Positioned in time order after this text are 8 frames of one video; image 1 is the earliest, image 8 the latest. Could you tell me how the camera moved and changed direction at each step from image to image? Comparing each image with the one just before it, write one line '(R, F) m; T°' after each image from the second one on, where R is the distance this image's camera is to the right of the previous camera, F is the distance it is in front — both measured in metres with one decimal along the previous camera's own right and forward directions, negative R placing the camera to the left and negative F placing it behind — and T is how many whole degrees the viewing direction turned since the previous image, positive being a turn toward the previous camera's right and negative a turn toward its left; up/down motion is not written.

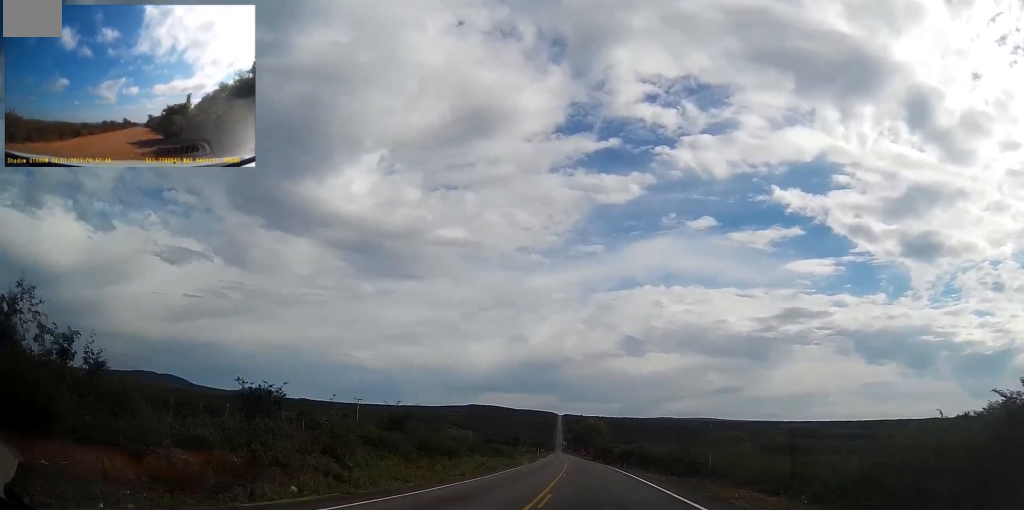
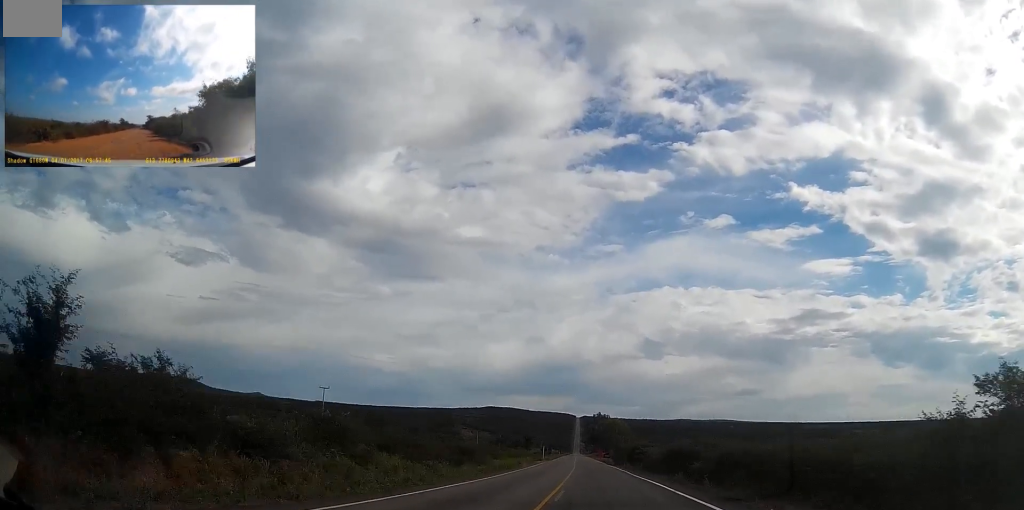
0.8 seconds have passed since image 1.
(-0.6, +30.1) m; -2°
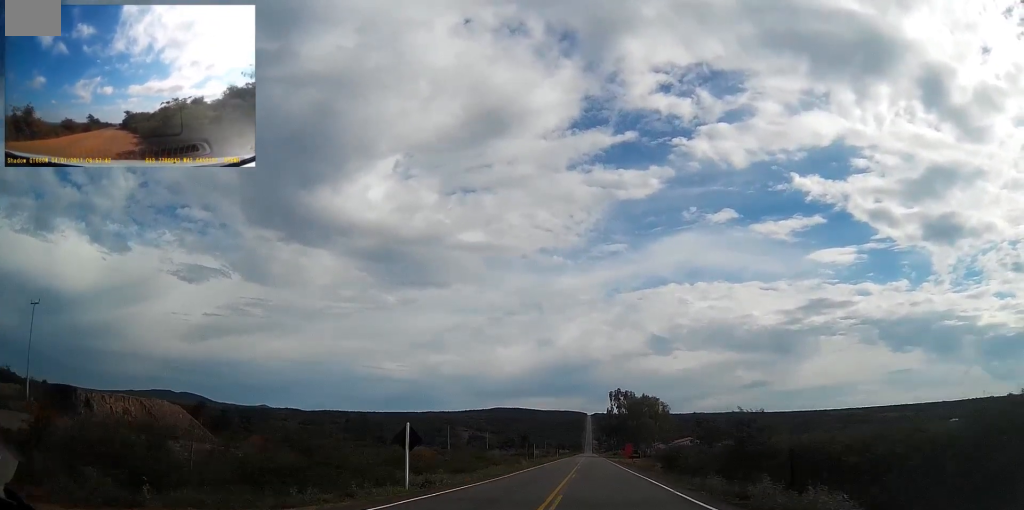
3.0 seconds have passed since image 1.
(-2.7, +81.8) m; -3°
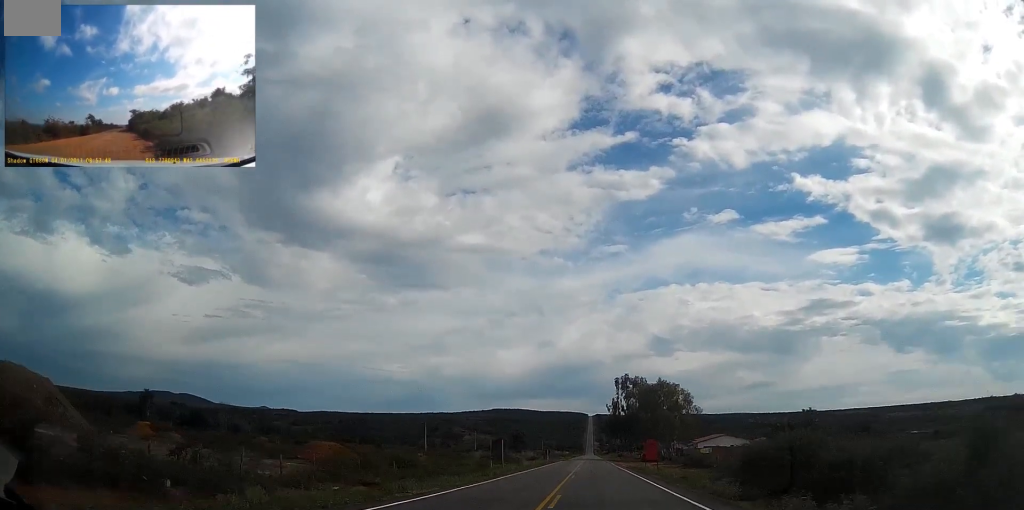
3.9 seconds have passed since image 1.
(-0.3, +31.5) m; 0°
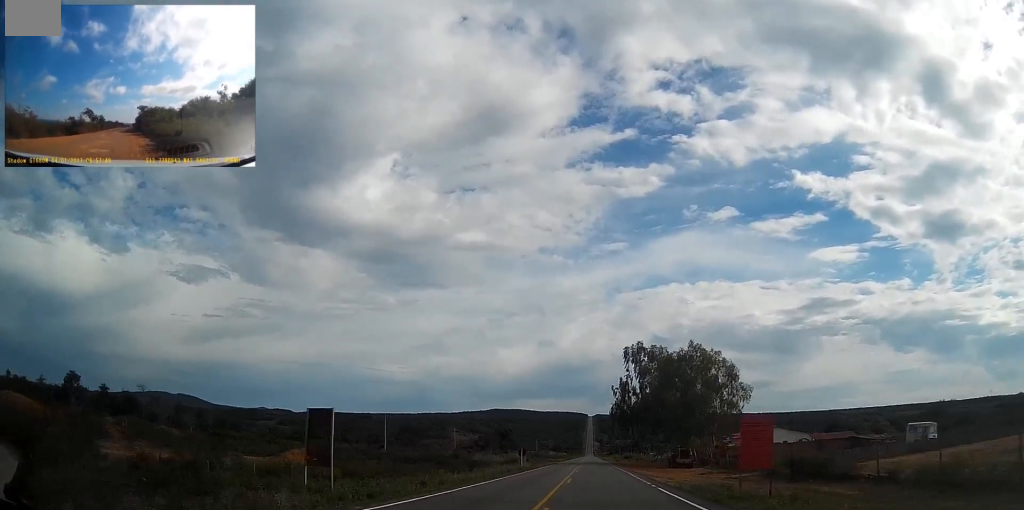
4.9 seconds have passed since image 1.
(+0.4, +35.3) m; 0°
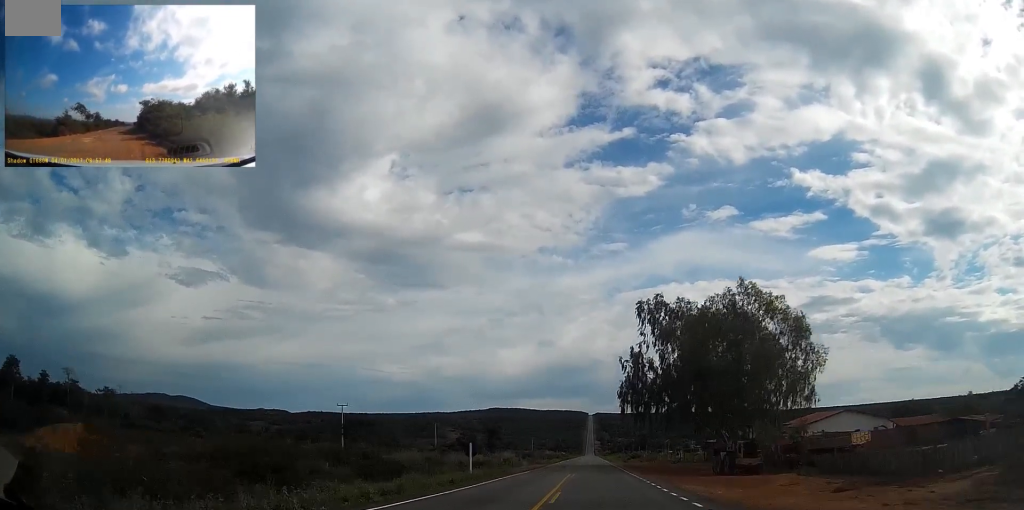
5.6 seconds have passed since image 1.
(-0.1, +26.7) m; 0°
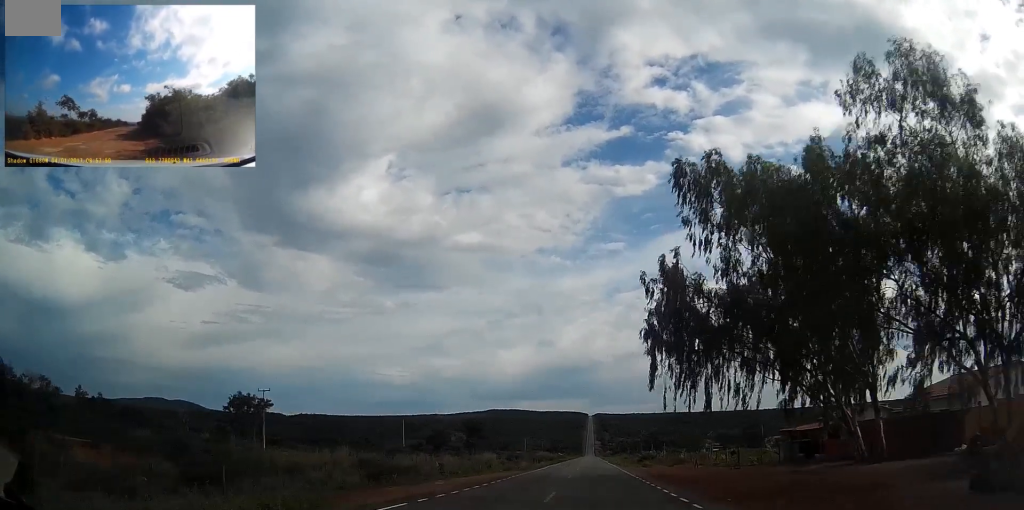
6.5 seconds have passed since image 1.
(-0.1, +29.5) m; 0°
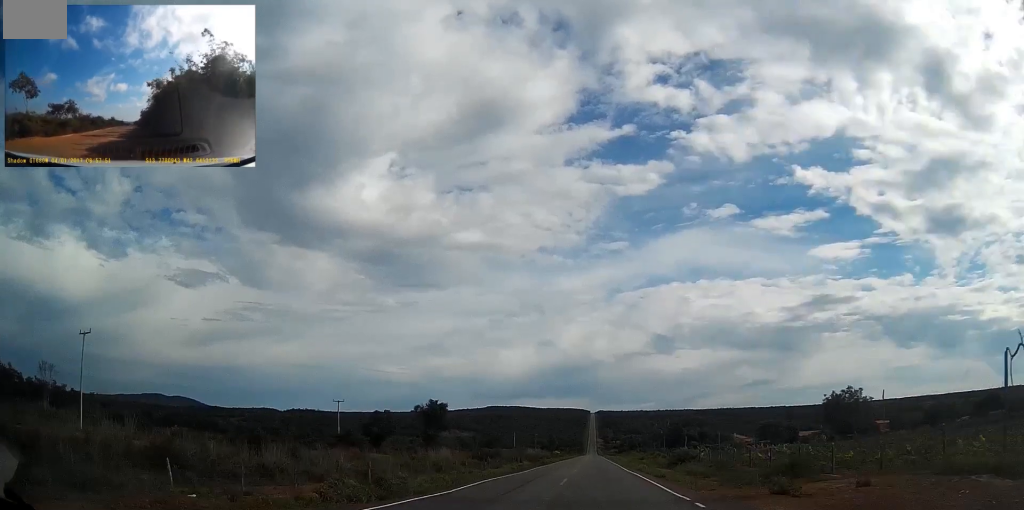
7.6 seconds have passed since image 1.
(0.0, +39.5) m; -1°
